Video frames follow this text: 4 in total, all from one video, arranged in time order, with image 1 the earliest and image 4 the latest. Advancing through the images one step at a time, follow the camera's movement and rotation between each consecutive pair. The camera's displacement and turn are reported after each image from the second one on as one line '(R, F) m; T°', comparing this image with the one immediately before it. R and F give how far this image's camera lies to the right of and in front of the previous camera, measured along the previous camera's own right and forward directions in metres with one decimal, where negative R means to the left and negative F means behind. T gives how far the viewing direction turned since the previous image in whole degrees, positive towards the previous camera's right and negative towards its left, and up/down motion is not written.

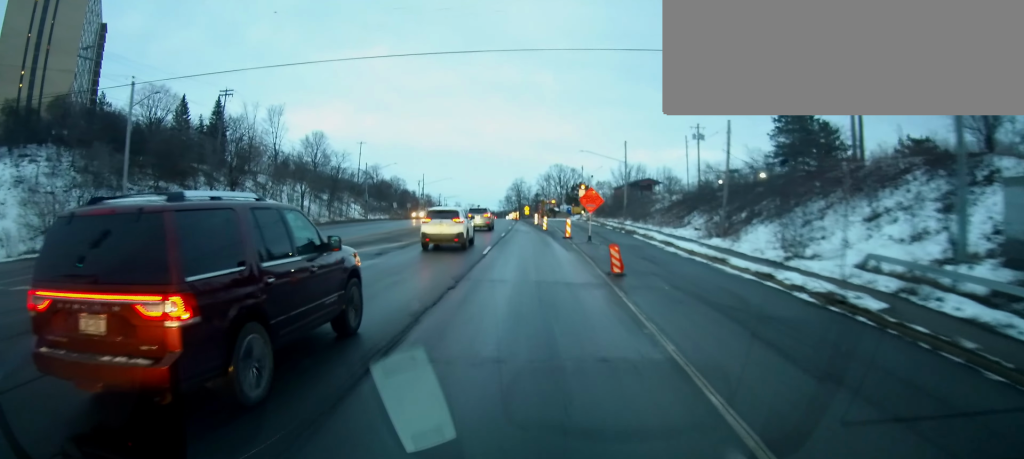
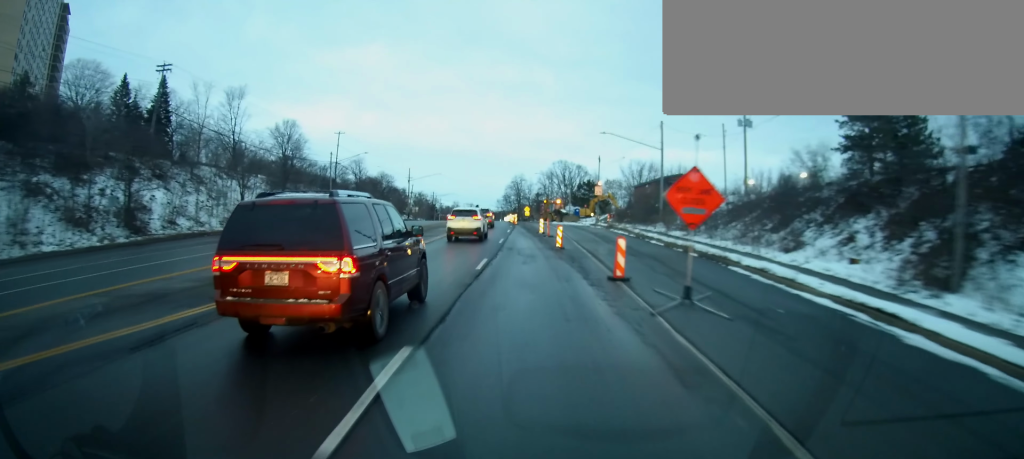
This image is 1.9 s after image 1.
(-0.1, +14.5) m; 0°
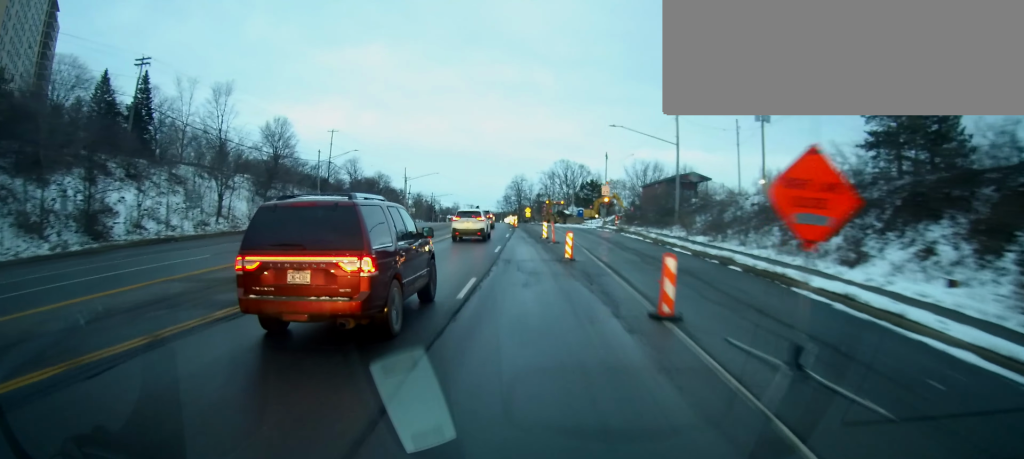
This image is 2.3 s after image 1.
(0.0, +4.0) m; 0°
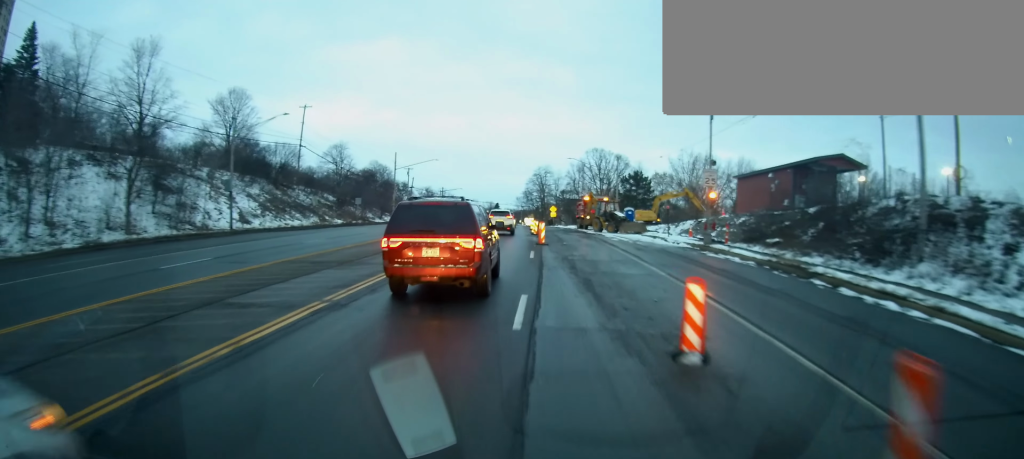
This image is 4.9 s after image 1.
(-0.4, +25.4) m; -2°
